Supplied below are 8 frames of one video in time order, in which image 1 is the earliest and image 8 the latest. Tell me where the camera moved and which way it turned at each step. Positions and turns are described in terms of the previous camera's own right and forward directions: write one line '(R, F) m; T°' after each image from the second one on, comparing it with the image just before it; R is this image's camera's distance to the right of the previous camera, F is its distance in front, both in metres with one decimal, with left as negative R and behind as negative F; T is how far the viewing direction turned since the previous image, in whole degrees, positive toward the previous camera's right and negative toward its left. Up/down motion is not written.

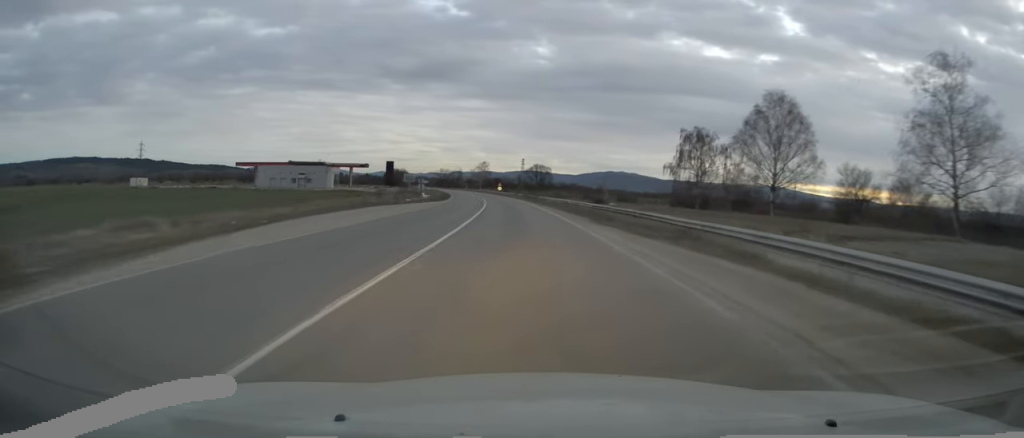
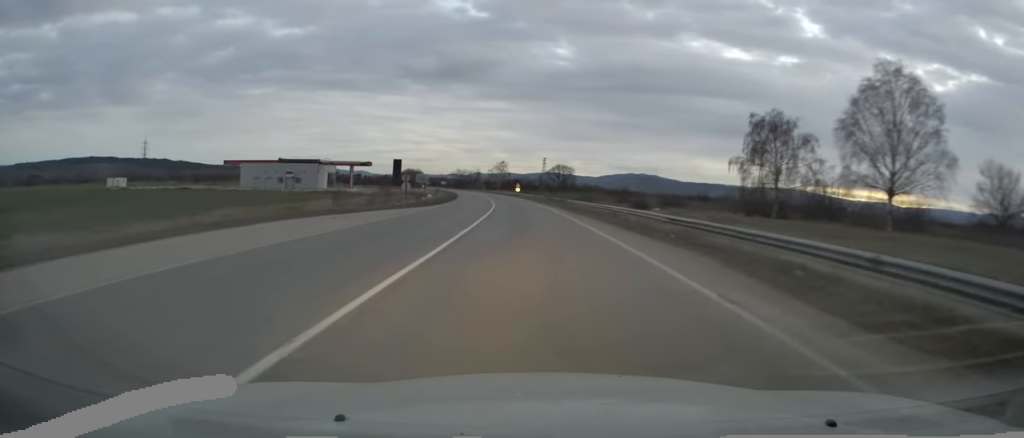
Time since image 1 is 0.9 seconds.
(-0.3, +16.9) m; -2°
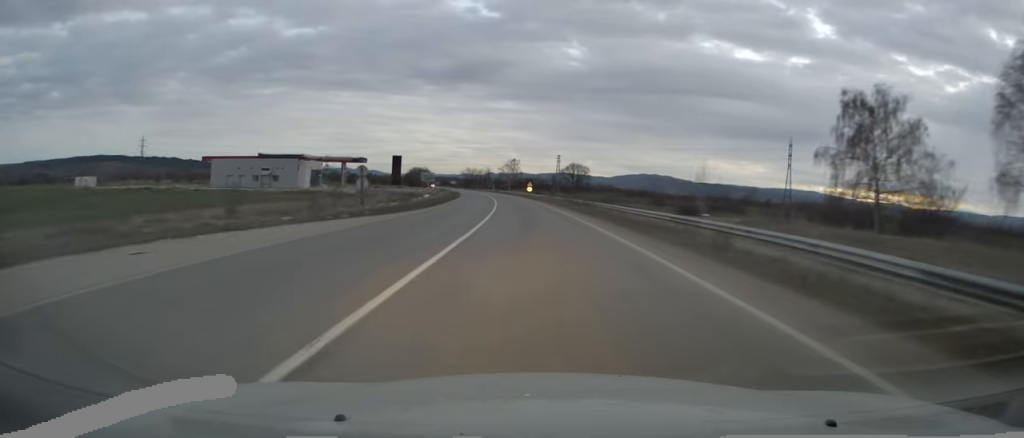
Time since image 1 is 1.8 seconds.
(-0.1, +15.0) m; -1°
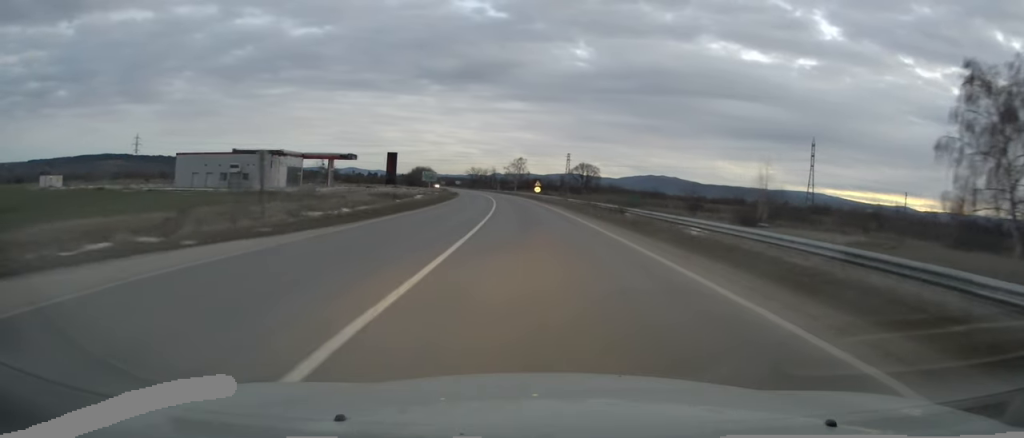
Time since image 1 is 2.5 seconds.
(0.0, +12.5) m; -1°
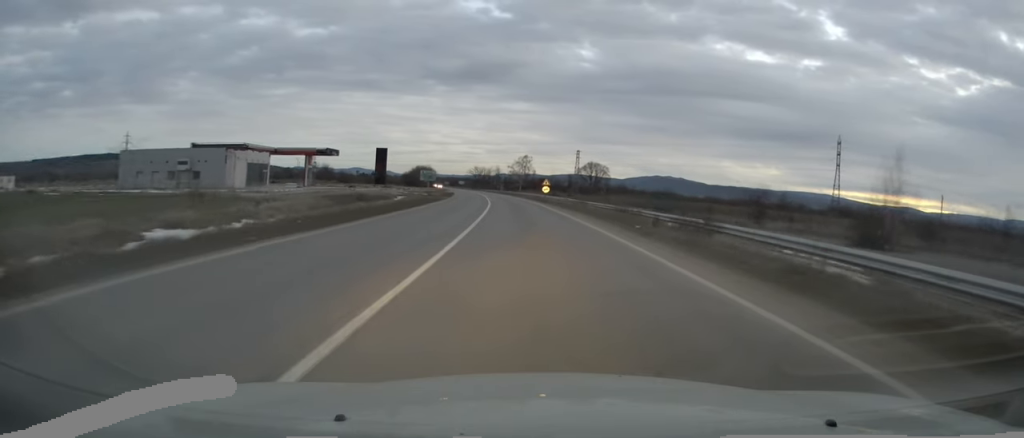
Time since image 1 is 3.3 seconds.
(-0.2, +14.3) m; -1°
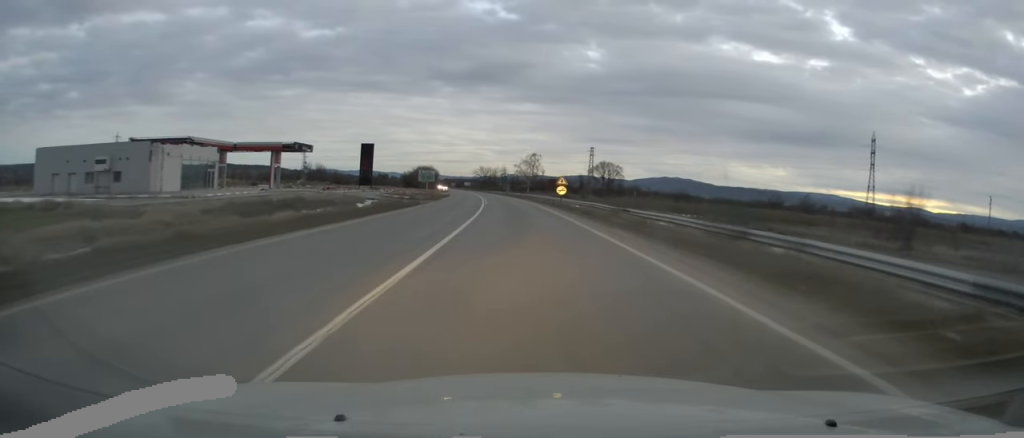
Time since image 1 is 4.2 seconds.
(0.0, +16.0) m; -1°
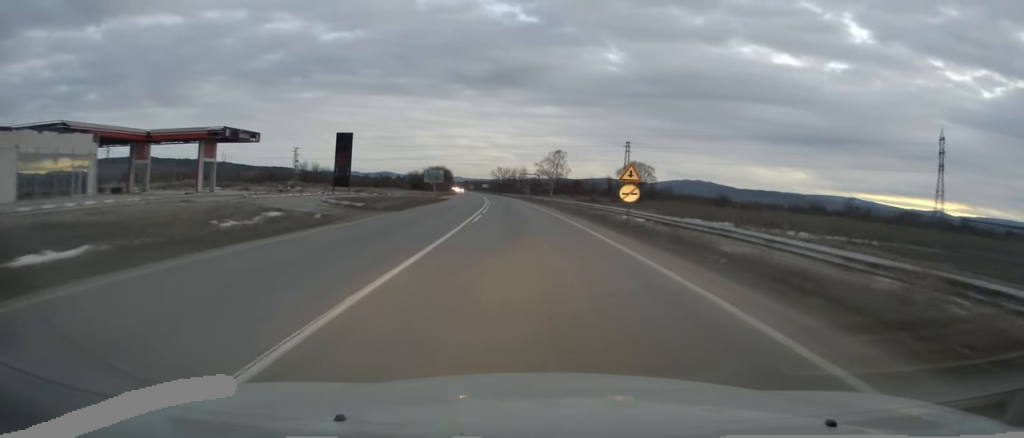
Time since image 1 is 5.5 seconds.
(-0.5, +23.6) m; -2°
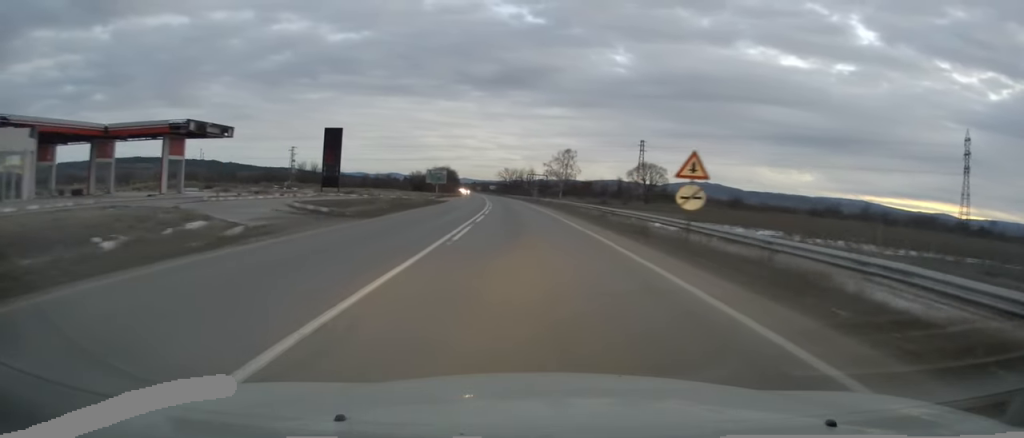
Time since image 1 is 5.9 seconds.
(-0.1, +7.6) m; 0°
